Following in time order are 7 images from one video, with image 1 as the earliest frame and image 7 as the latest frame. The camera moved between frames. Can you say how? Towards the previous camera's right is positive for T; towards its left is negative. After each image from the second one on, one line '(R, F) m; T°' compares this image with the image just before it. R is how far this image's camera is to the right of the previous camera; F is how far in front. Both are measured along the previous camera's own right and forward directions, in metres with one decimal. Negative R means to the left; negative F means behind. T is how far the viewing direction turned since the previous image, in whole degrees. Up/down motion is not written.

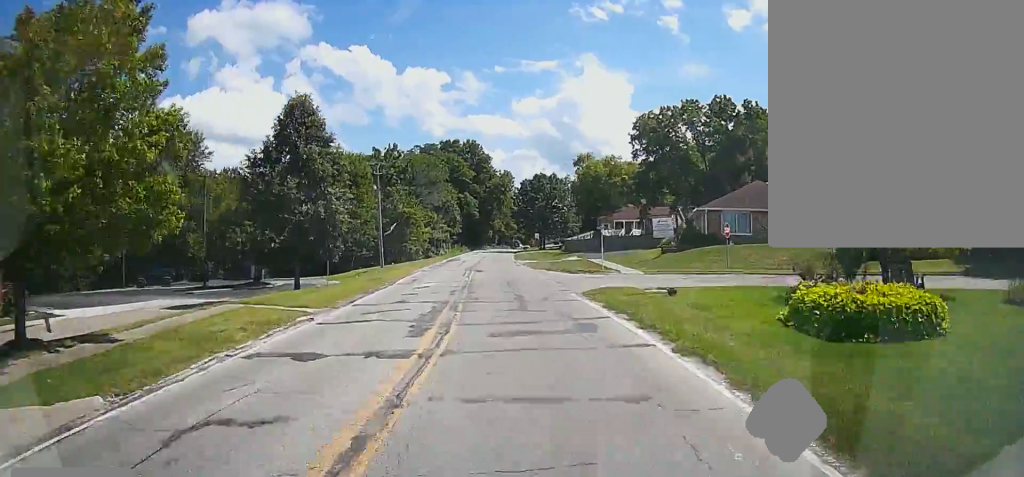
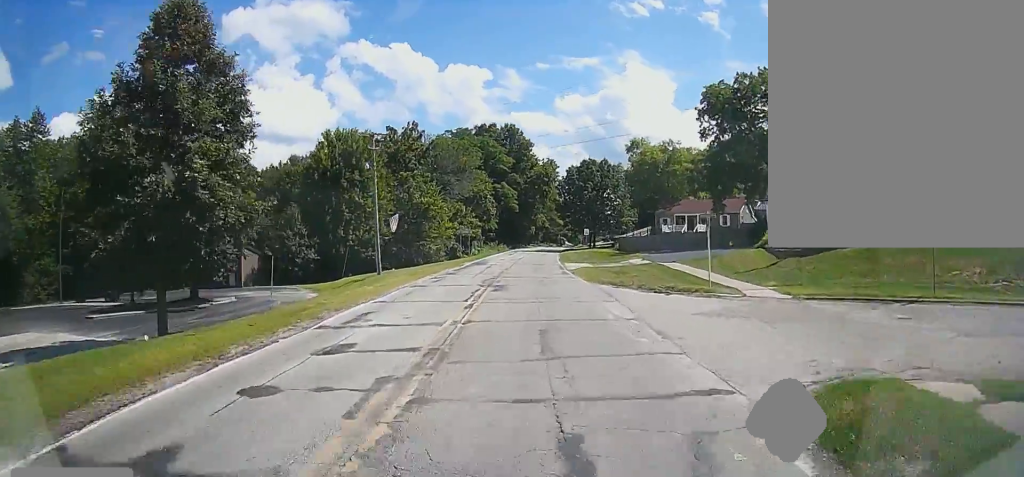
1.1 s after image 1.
(-0.5, +15.2) m; -3°
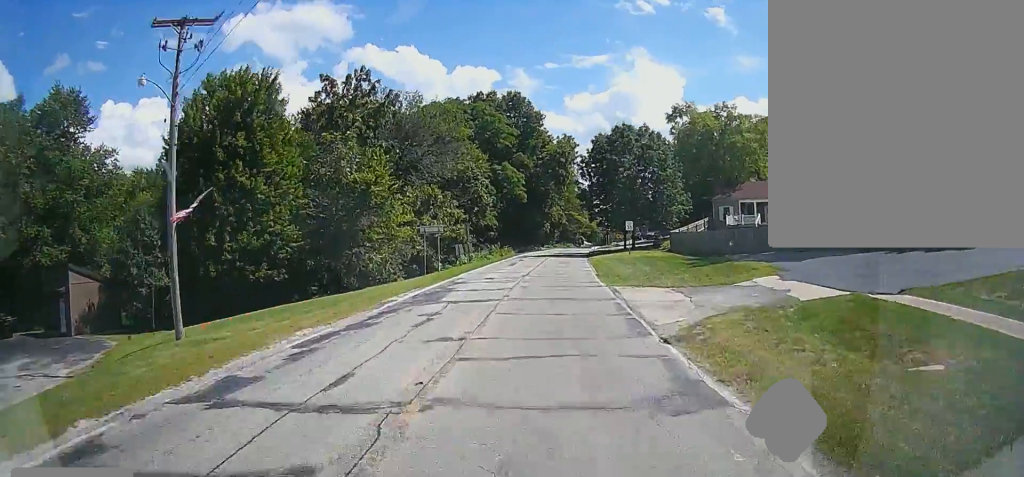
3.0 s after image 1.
(-2.0, +26.8) m; -8°
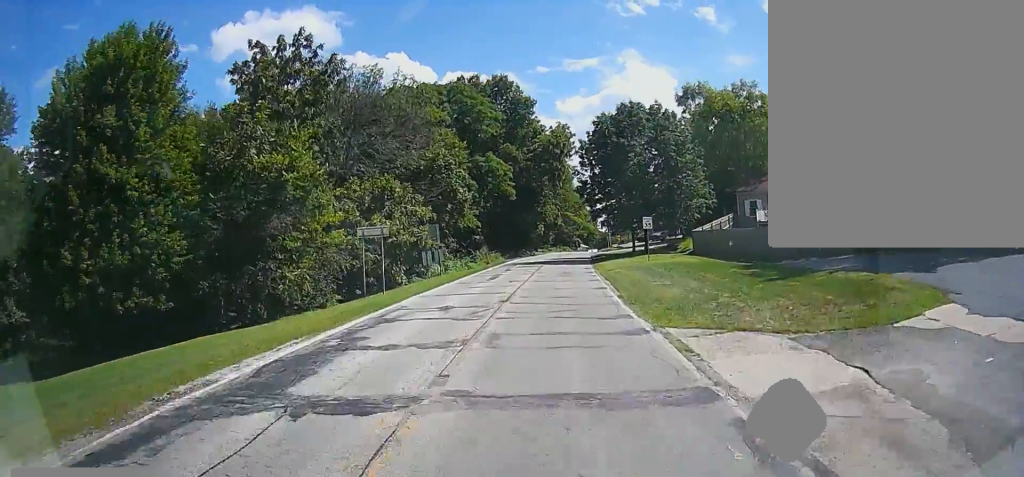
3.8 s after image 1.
(-0.3, +12.4) m; -1°
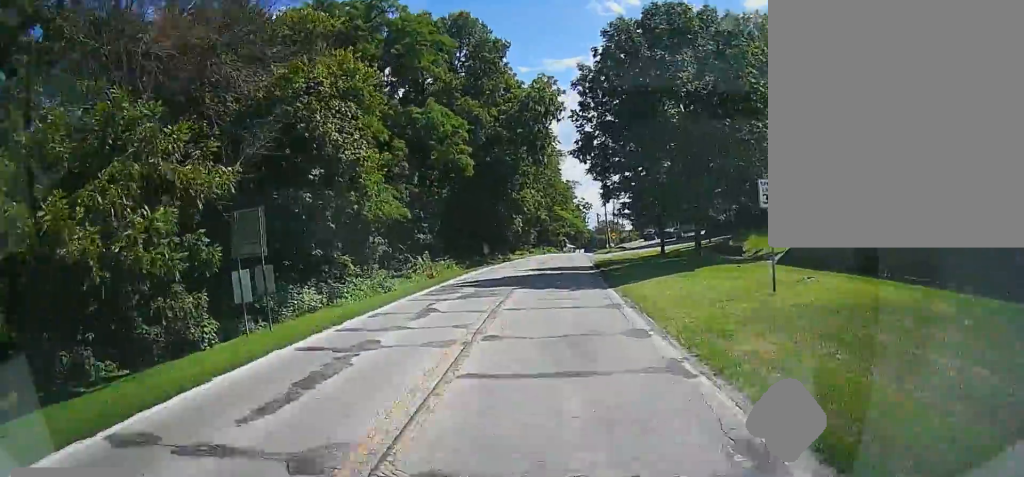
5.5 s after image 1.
(+0.2, +25.2) m; 0°
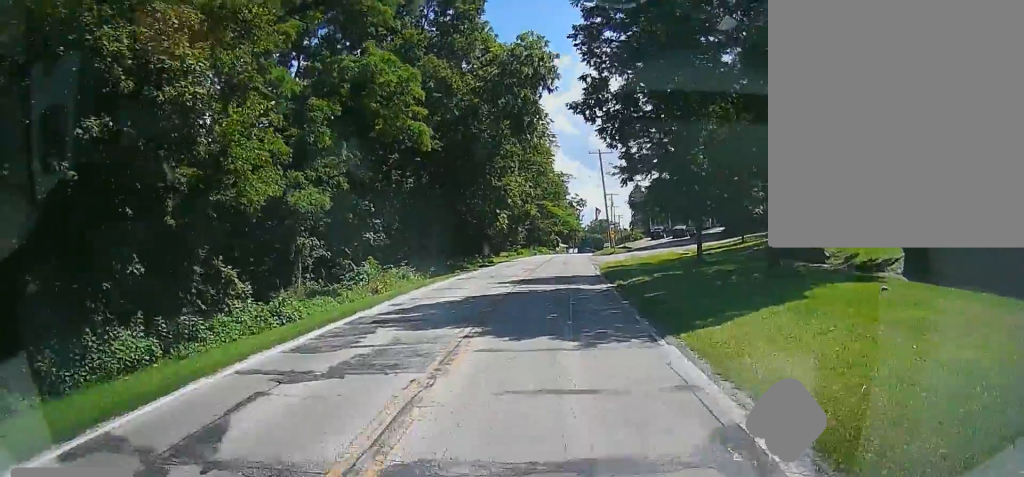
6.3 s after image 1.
(0.0, +12.2) m; 0°
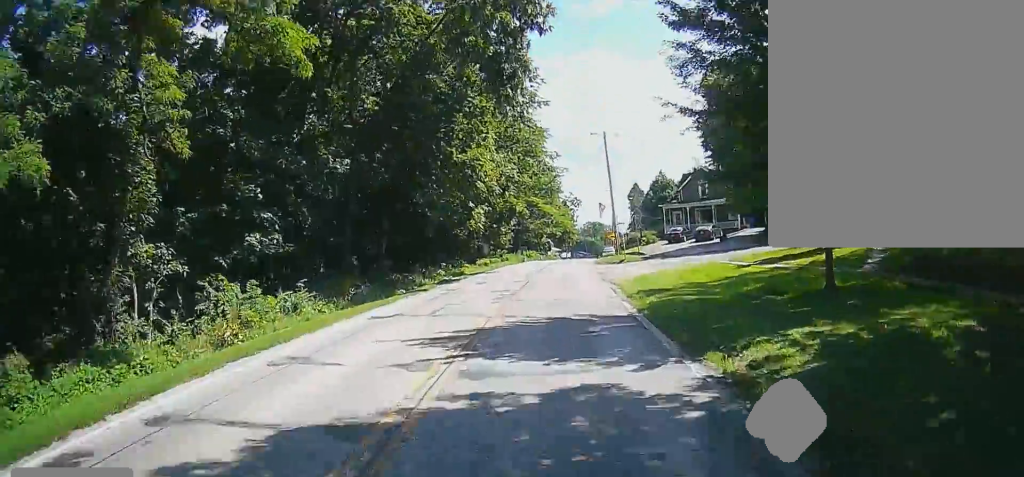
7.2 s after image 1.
(0.0, +14.9) m; 0°
